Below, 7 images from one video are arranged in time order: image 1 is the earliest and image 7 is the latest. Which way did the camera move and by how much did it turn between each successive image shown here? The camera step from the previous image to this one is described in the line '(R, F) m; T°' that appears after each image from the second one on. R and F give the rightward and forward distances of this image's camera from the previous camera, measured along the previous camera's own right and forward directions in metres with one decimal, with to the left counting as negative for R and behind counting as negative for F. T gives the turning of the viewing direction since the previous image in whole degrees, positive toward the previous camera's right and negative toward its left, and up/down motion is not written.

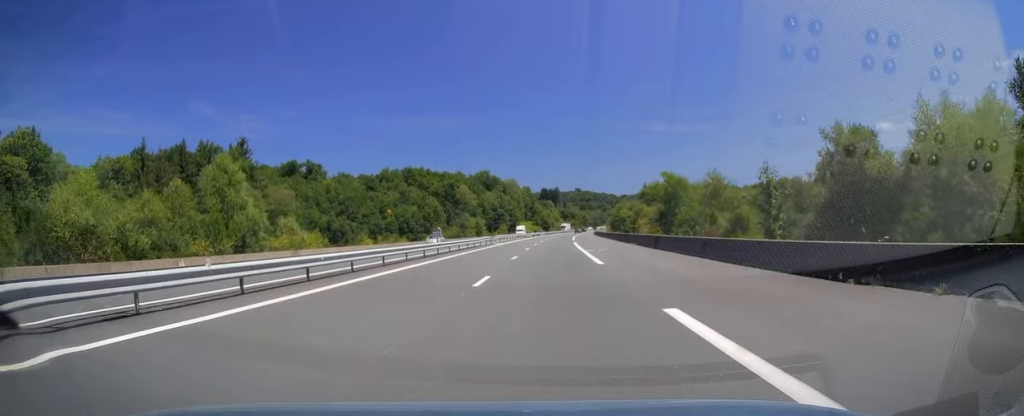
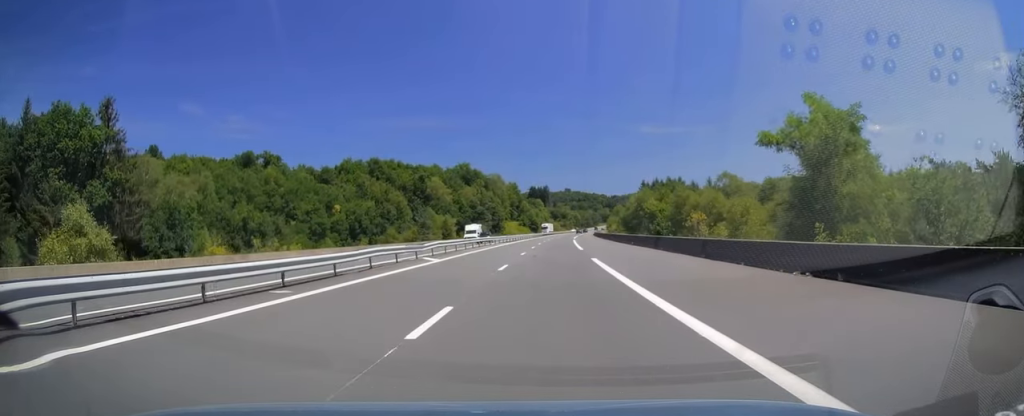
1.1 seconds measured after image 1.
(0.0, +33.6) m; +1°
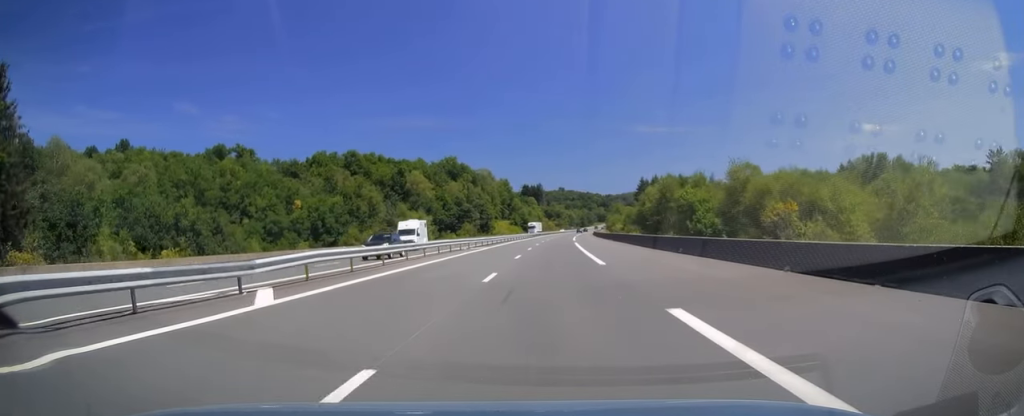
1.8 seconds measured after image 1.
(+0.3, +18.3) m; +1°
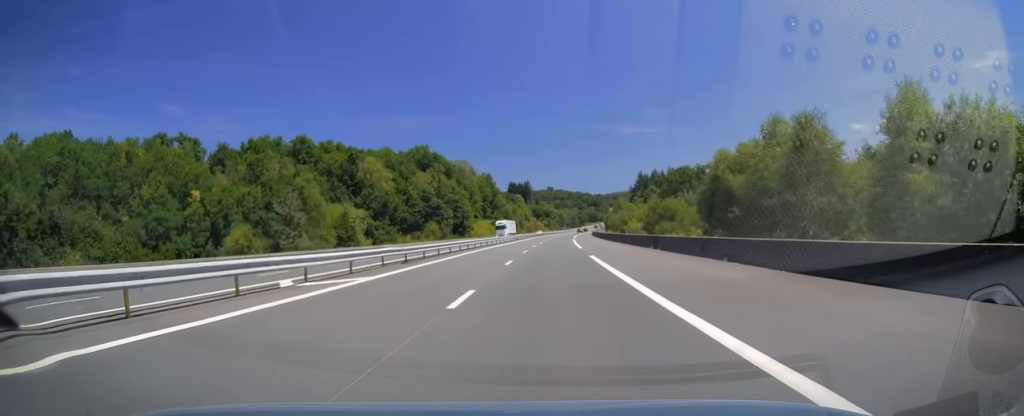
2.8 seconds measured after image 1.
(+0.6, +32.1) m; +1°
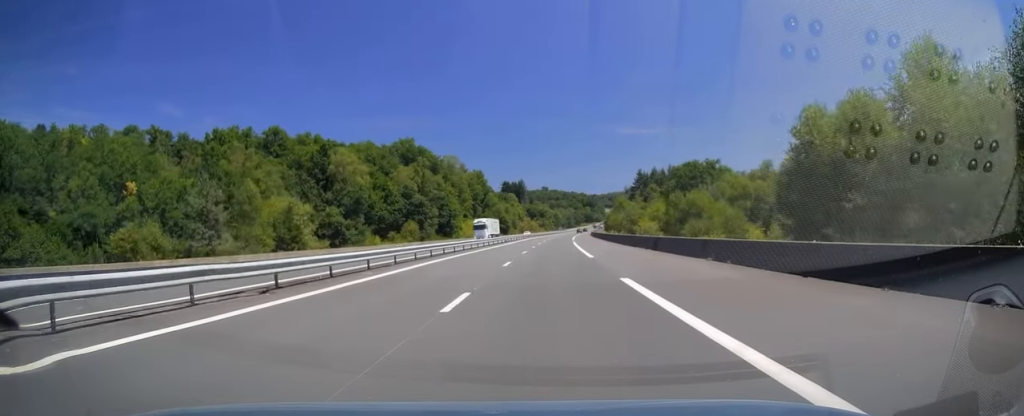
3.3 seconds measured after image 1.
(+0.1, +13.9) m; 0°
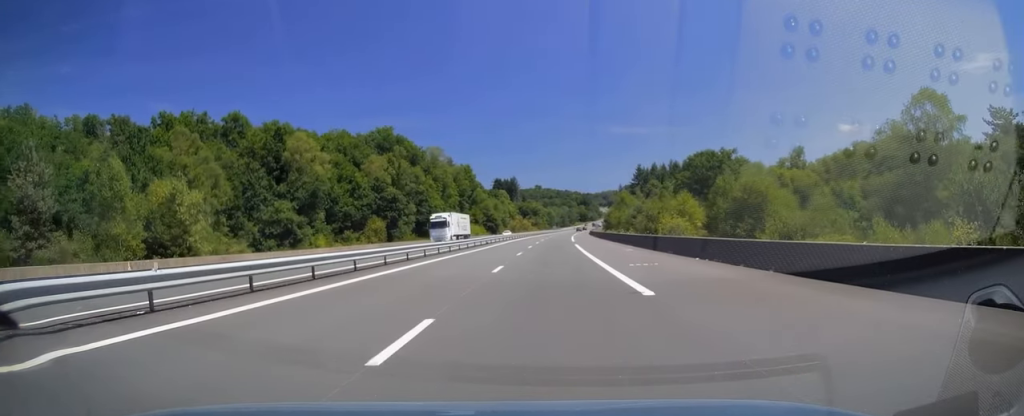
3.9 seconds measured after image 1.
(0.0, +17.3) m; 0°
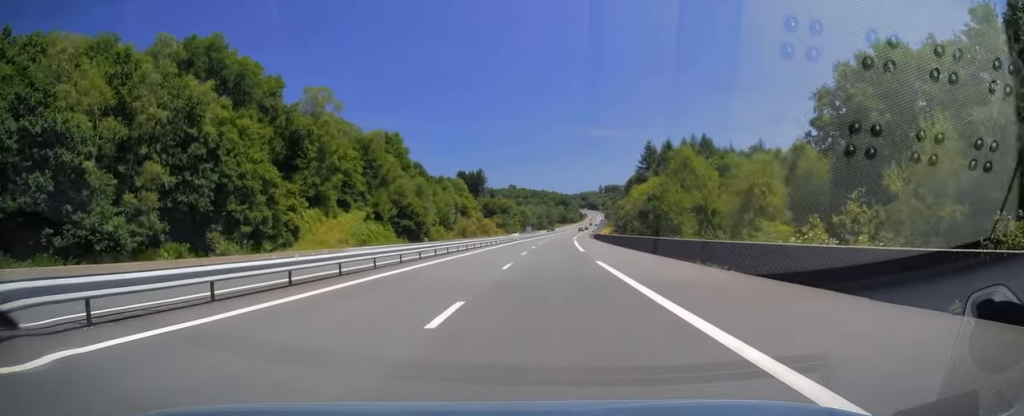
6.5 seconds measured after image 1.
(+2.2, +77.7) m; +3°
